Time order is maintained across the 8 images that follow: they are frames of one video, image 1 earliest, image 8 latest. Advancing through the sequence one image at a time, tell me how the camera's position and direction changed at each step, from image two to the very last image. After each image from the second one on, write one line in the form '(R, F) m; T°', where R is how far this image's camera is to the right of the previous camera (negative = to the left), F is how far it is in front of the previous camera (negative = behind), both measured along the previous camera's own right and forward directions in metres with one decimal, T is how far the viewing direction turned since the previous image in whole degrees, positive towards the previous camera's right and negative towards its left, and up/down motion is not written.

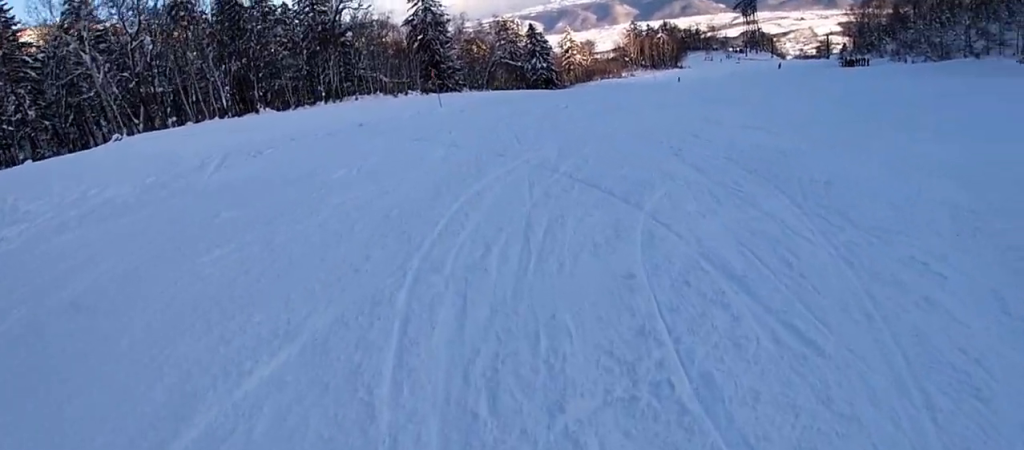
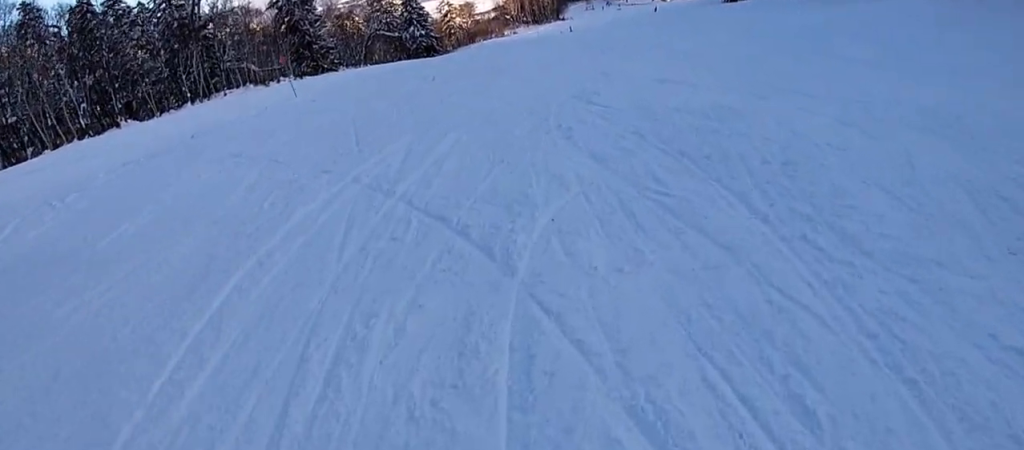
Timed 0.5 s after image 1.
(+0.5, +2.9) m; +6°
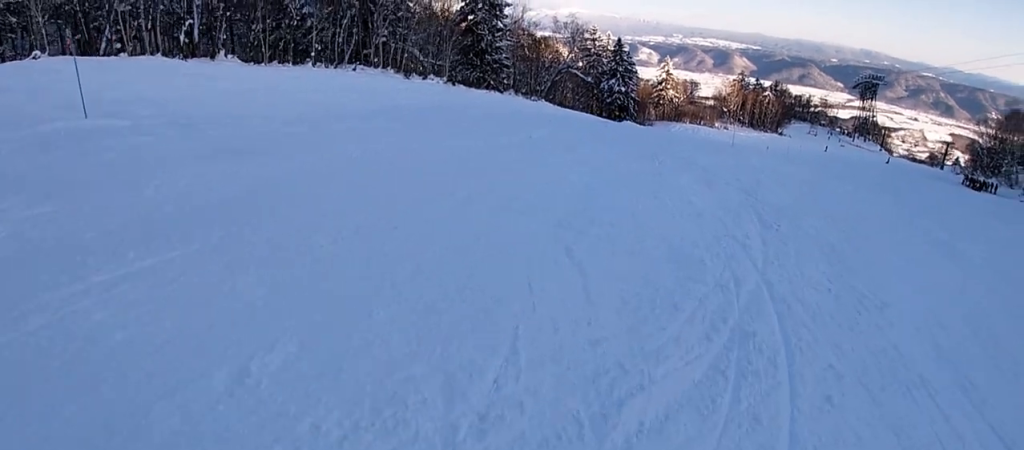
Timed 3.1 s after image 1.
(+1.6, +16.4) m; -2°
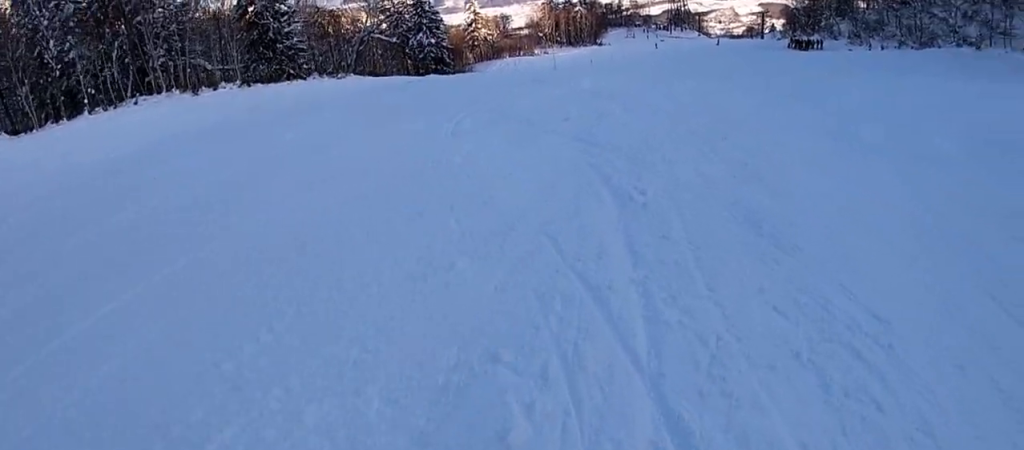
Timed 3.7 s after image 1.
(-0.5, +3.3) m; +9°
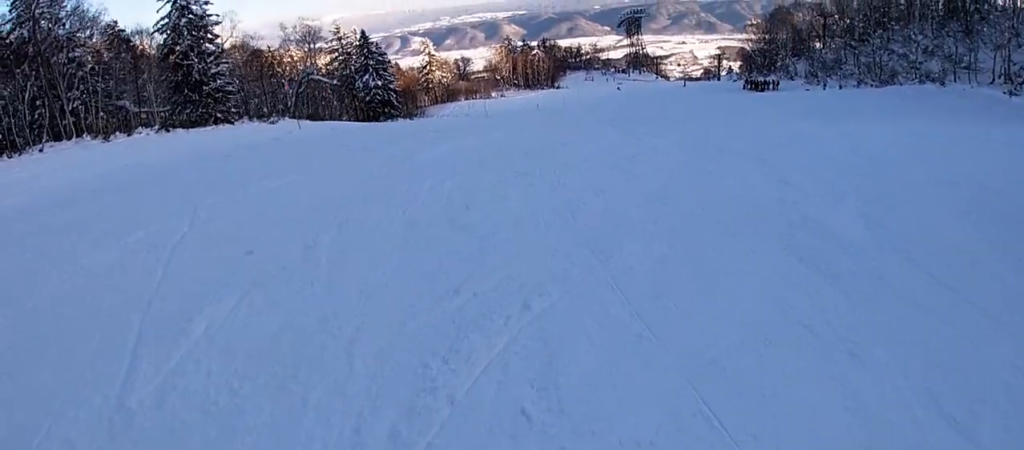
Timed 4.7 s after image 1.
(+1.1, +4.5) m; +8°
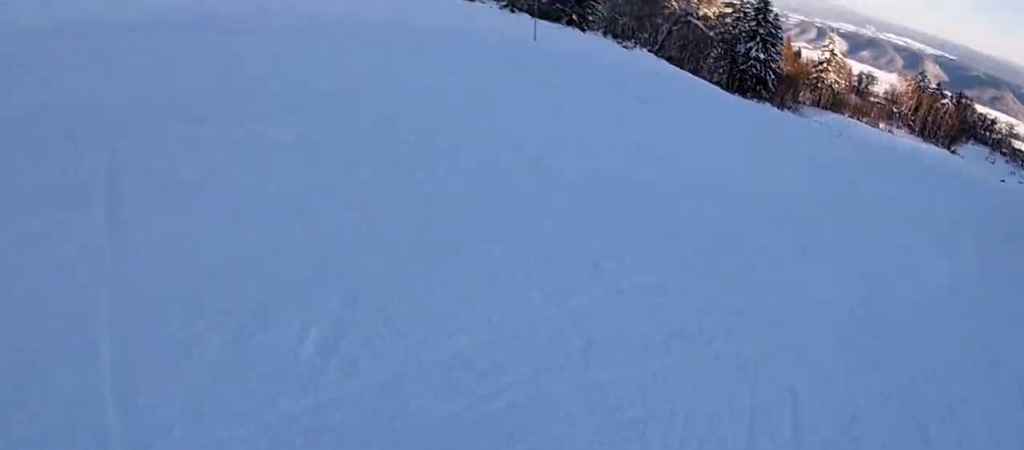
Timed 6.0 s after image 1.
(-0.9, +5.1) m; -27°
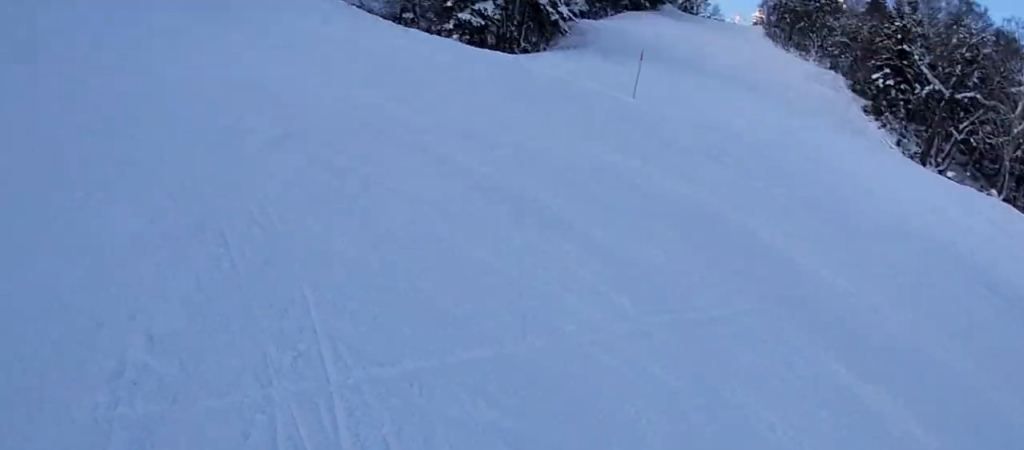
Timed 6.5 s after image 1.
(-0.2, +1.5) m; +7°
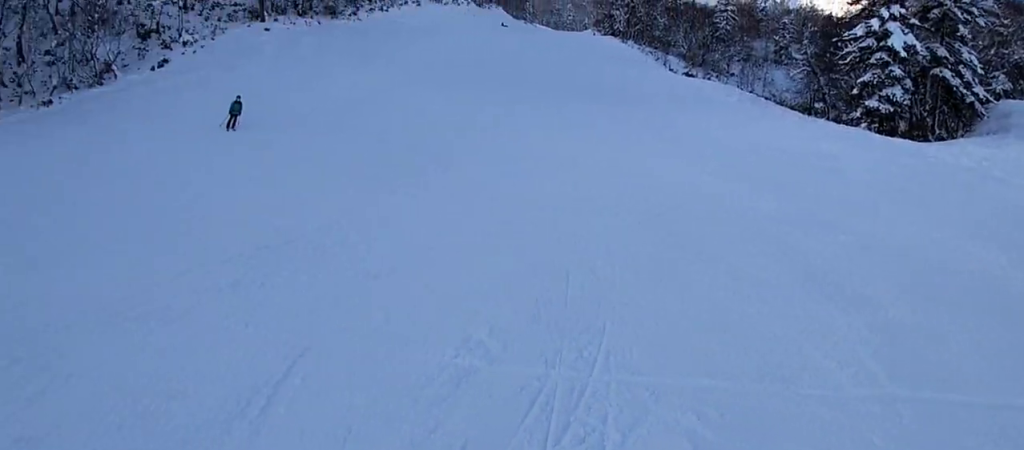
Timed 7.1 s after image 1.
(-0.3, +1.5) m; +11°
